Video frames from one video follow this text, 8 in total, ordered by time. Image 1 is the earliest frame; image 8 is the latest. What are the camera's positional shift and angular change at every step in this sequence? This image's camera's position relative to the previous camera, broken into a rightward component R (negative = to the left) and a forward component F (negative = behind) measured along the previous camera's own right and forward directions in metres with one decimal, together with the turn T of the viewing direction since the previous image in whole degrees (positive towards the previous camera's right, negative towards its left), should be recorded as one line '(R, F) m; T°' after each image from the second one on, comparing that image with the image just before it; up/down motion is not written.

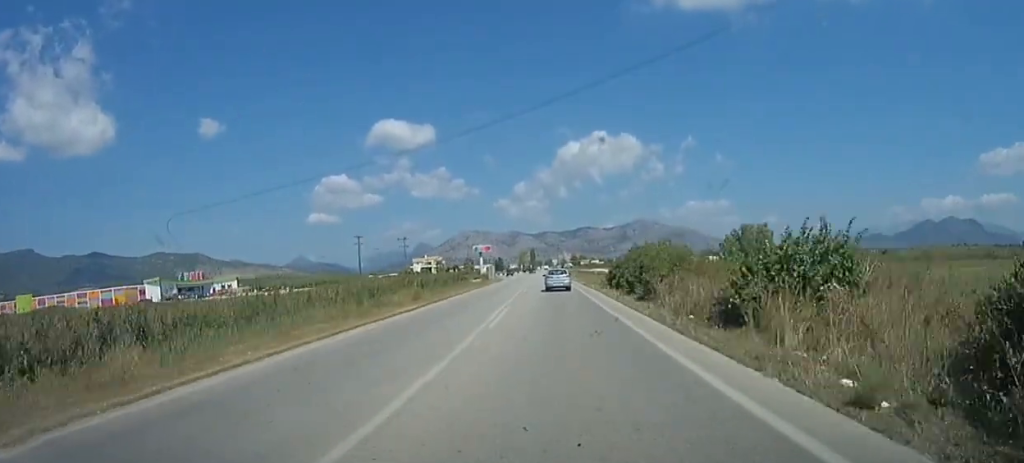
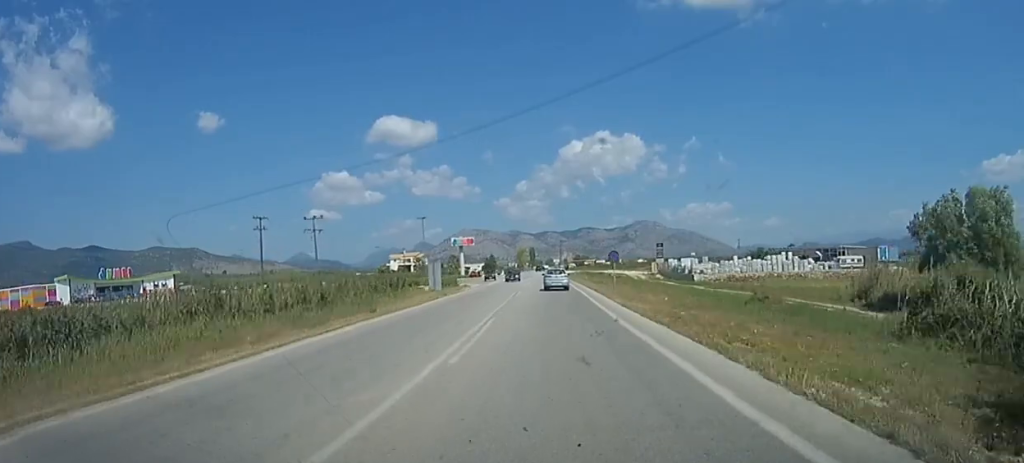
(-0.1, +40.3) m; 0°
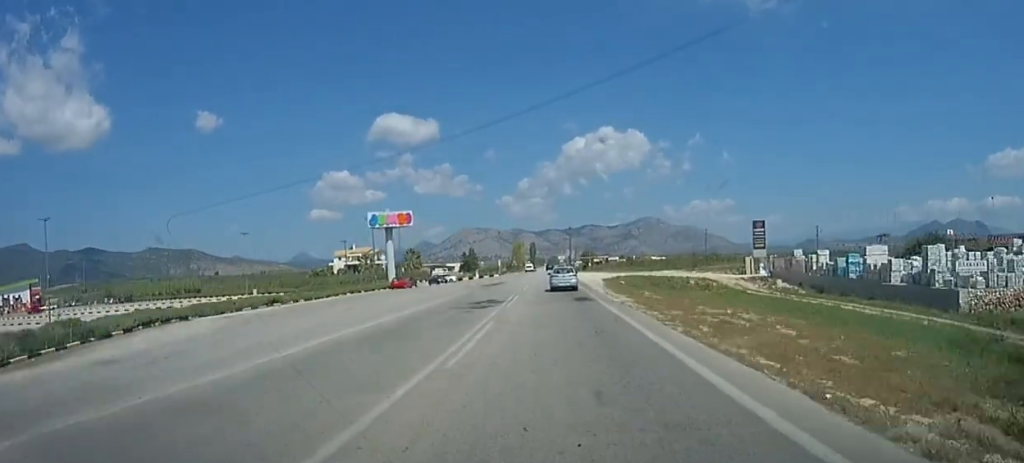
(-0.2, +62.5) m; -1°
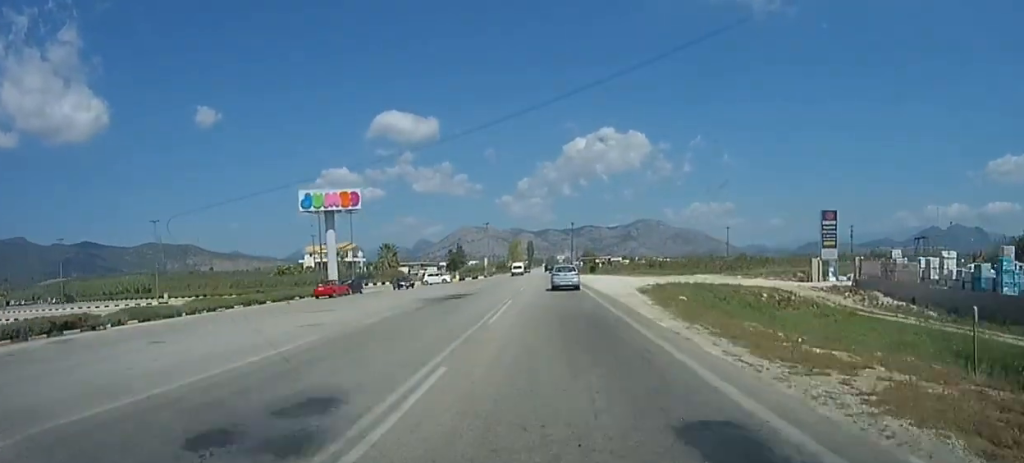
(-0.1, +20.2) m; 0°
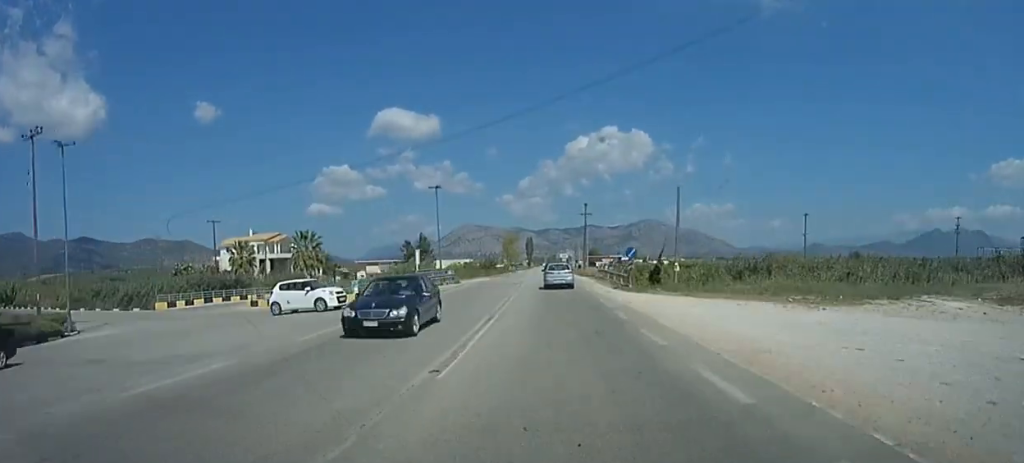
(+0.3, +42.8) m; +1°
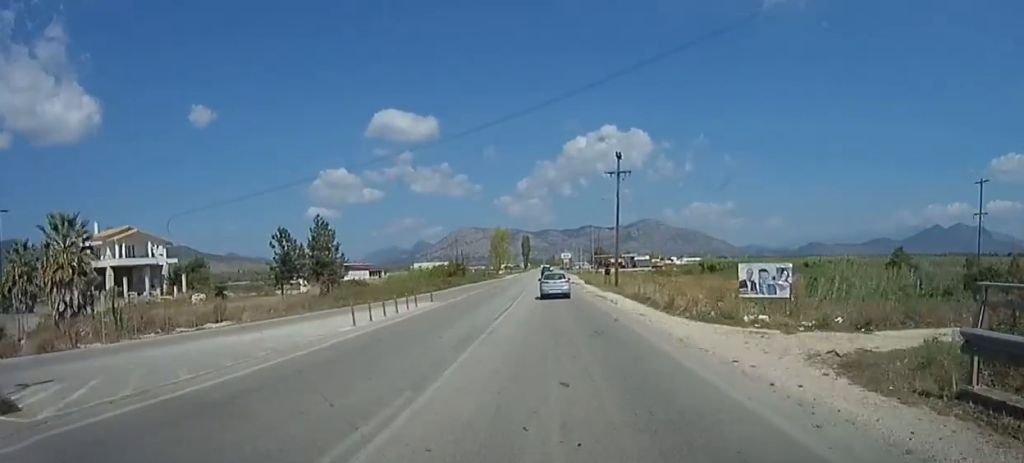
(+0.5, +45.9) m; -1°
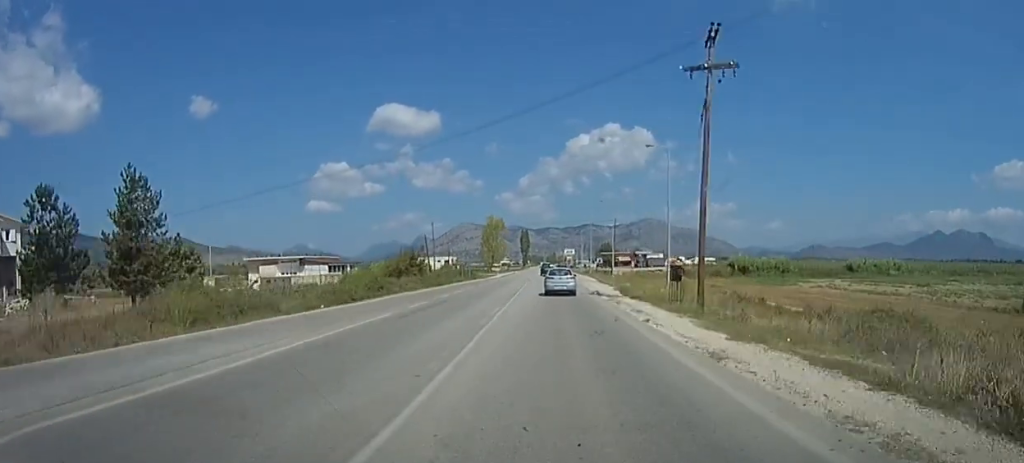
(-0.5, +28.1) m; -1°
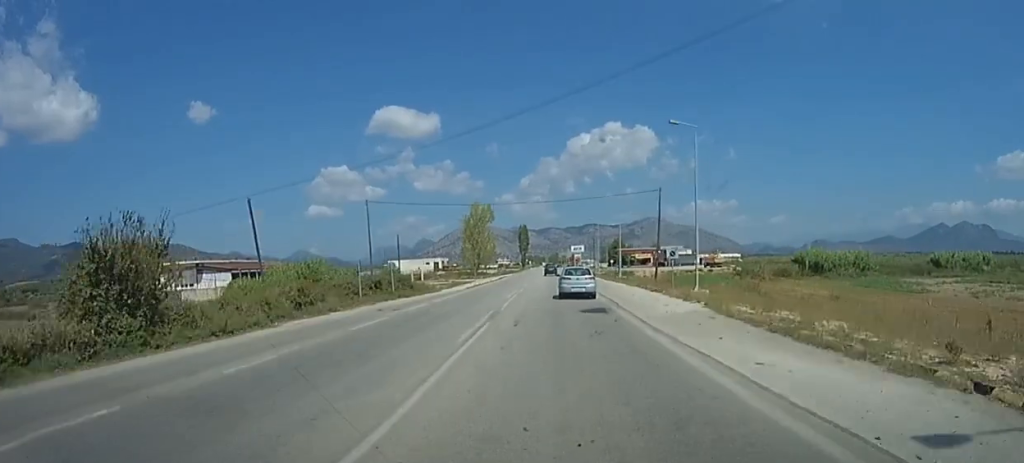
(0.0, +37.0) m; 0°
